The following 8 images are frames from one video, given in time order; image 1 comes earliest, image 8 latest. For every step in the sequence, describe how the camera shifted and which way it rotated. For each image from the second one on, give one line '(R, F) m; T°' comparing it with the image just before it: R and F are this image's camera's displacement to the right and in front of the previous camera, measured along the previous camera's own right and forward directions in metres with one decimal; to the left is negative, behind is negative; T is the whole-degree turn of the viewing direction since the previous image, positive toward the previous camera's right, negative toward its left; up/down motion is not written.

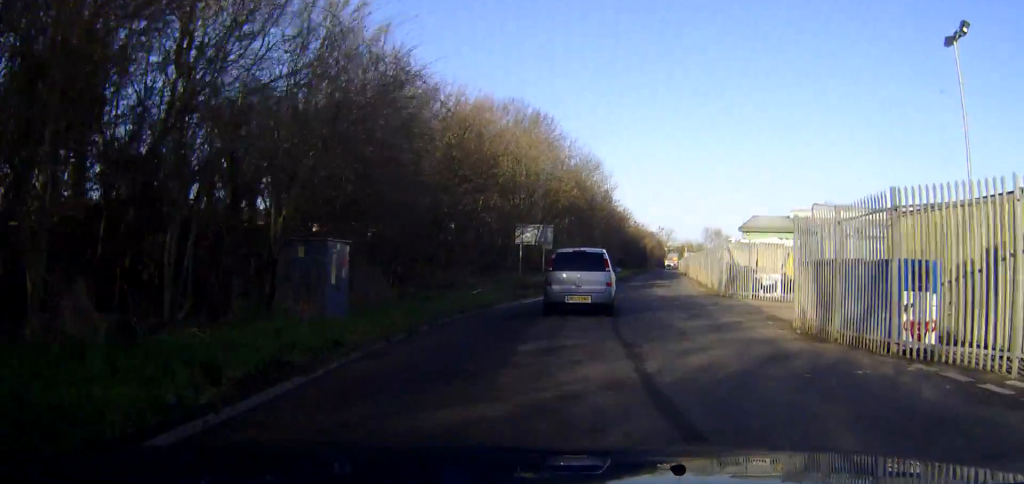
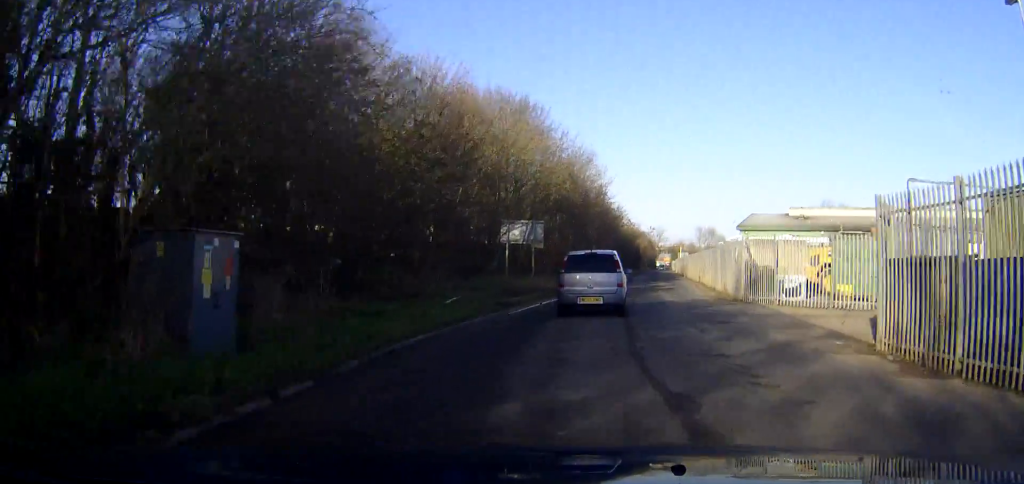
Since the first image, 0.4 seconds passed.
(0.0, +4.2) m; 0°
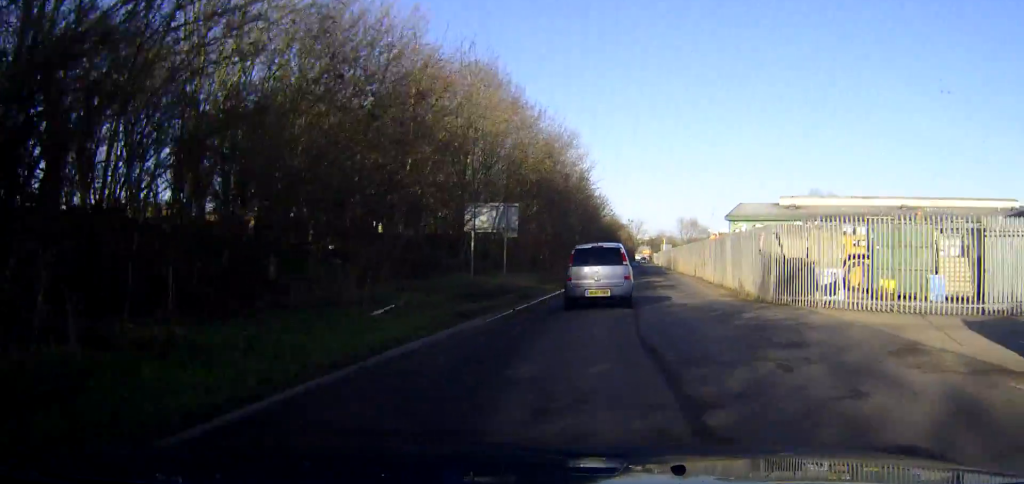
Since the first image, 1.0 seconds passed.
(0.0, +5.6) m; 0°
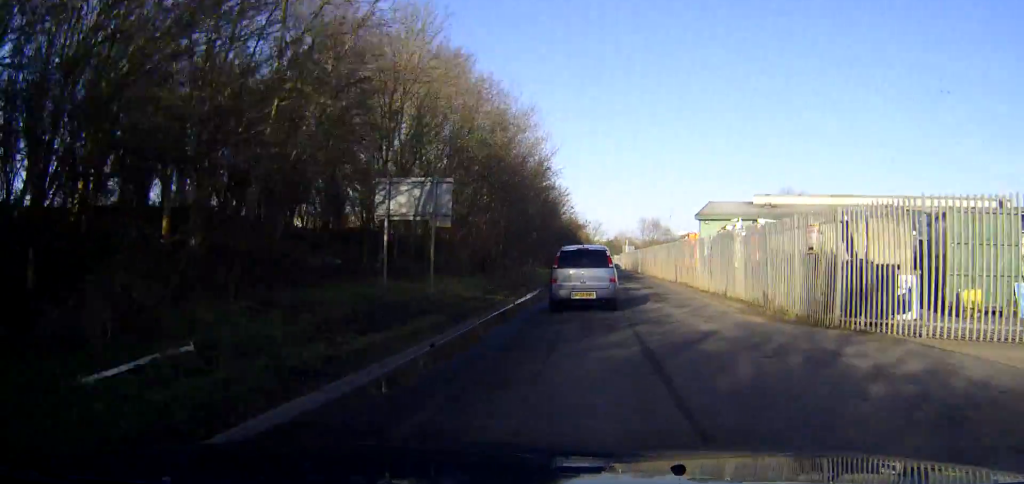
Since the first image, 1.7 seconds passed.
(0.0, +7.4) m; 0°
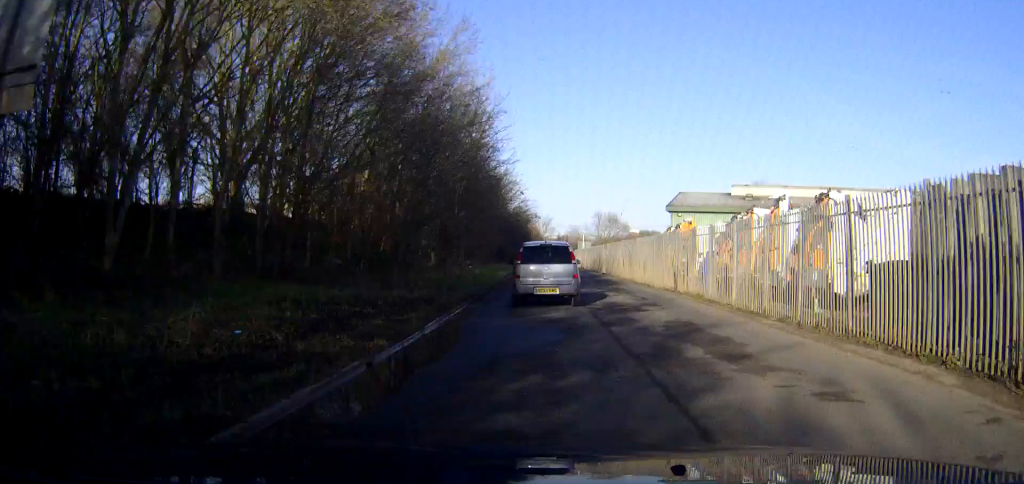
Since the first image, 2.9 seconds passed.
(0.0, +13.0) m; +2°
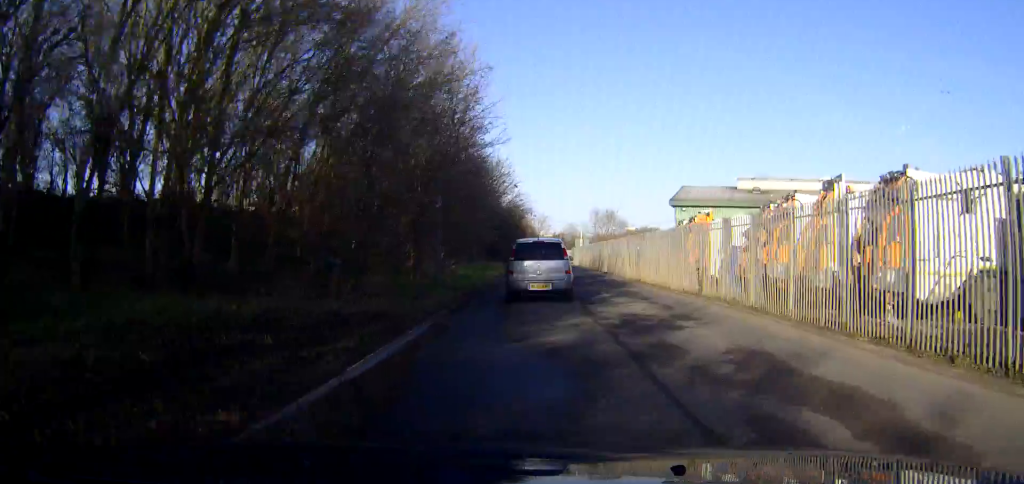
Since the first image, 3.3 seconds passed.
(0.0, +5.0) m; +1°
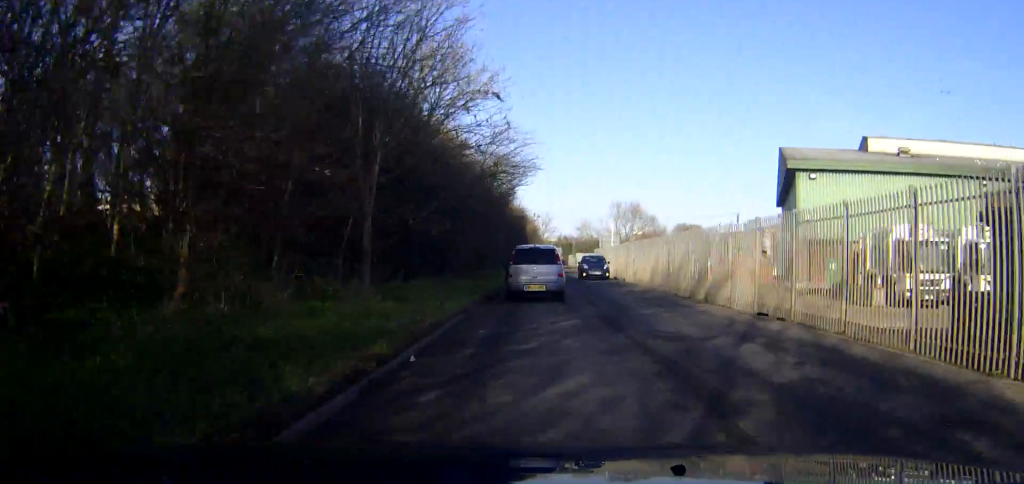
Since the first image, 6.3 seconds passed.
(+1.7, +34.9) m; +3°
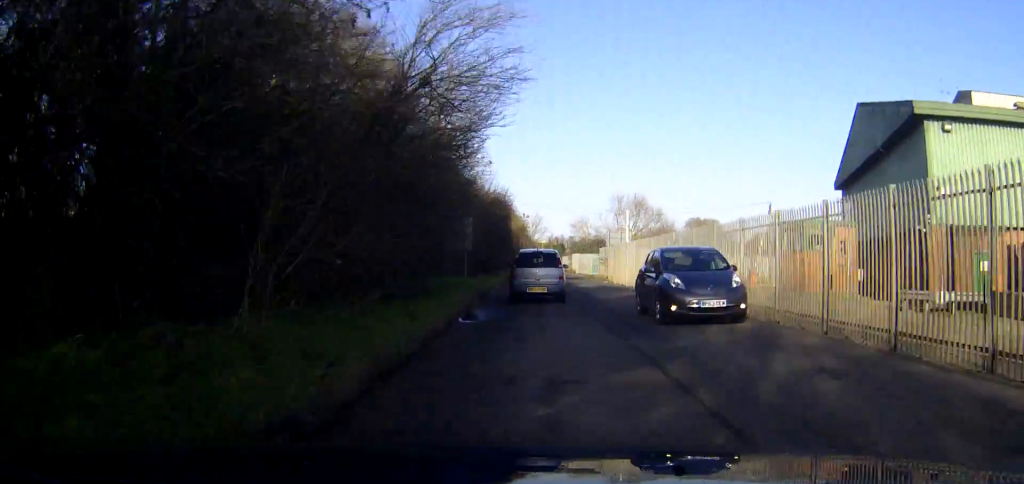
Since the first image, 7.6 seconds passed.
(+0.1, +16.1) m; +1°
